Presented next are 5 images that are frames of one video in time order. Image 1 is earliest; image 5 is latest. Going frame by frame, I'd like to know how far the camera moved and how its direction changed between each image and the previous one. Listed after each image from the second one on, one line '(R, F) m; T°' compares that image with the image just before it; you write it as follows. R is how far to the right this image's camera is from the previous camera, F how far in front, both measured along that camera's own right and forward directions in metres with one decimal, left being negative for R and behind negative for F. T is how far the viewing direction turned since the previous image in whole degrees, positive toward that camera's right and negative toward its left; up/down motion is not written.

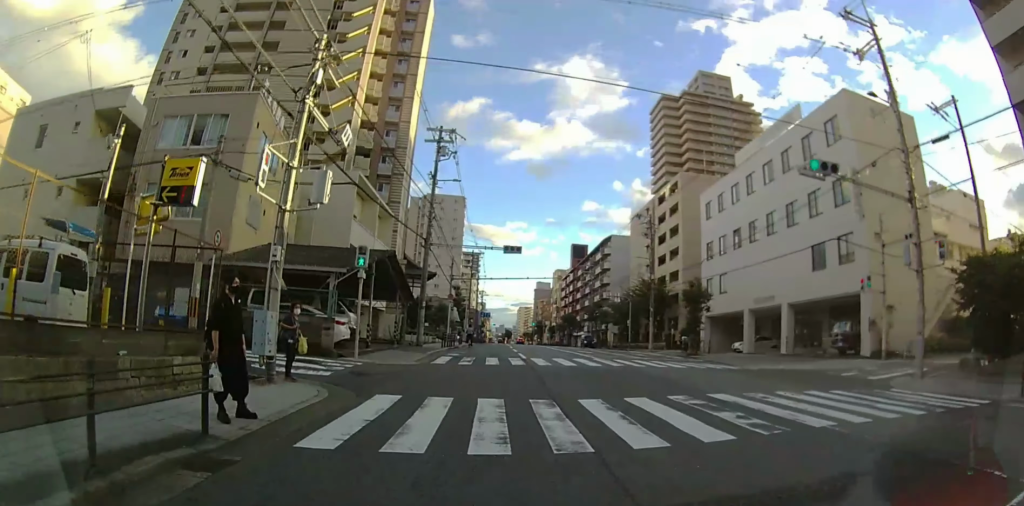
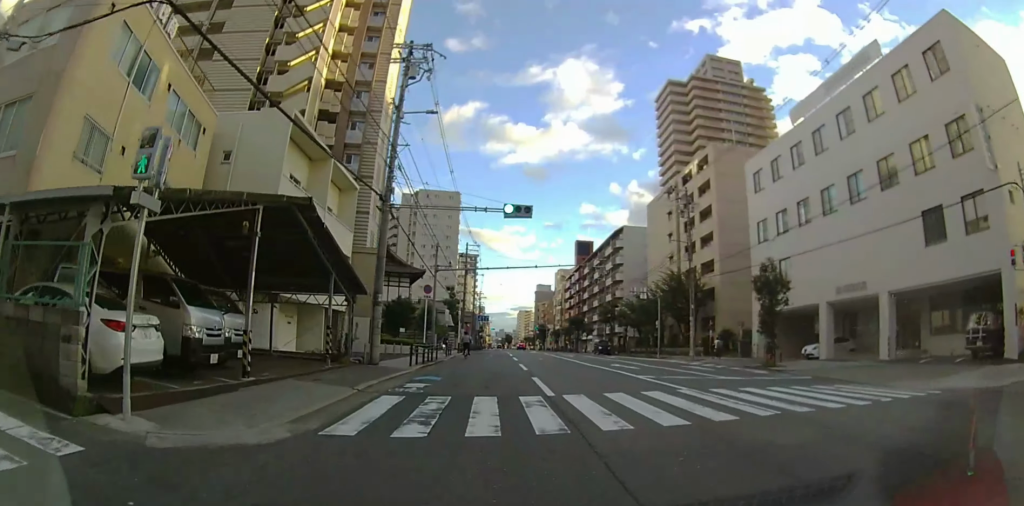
(+0.1, +10.9) m; +1°
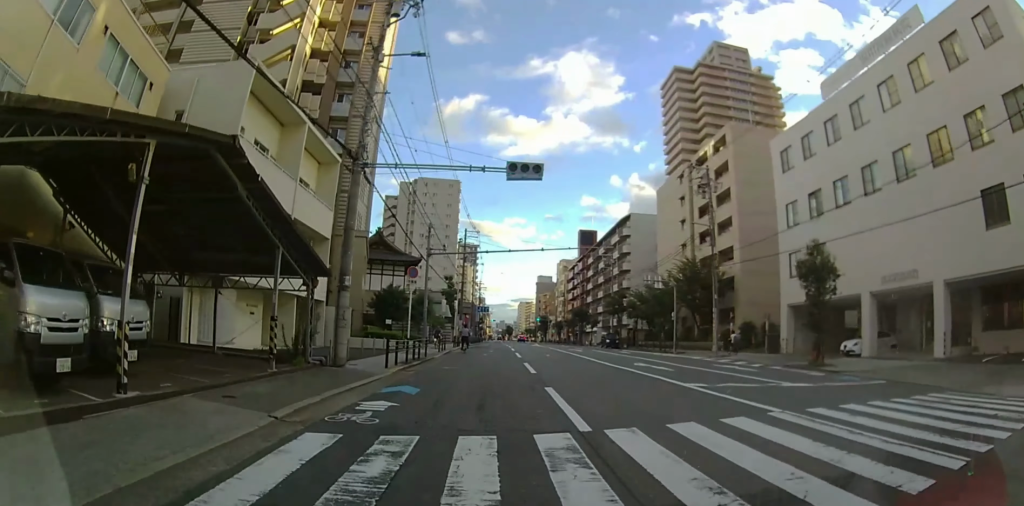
(0.0, +4.7) m; 0°
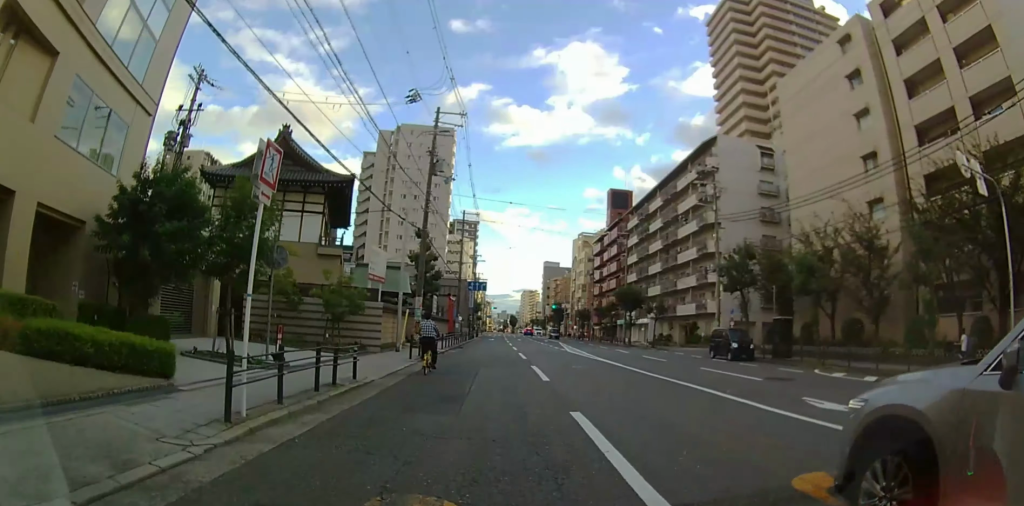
(-0.8, +32.7) m; -1°
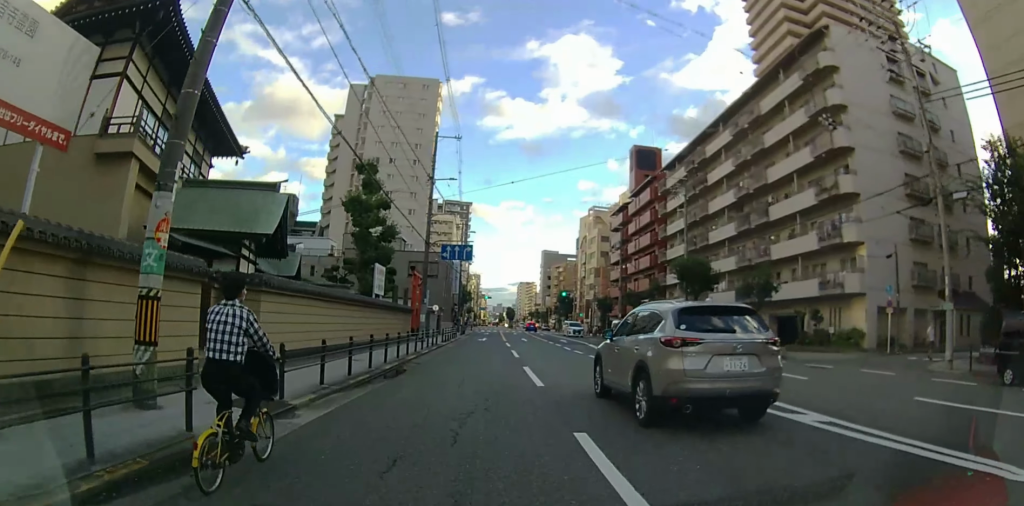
(+0.3, +22.2) m; 0°
